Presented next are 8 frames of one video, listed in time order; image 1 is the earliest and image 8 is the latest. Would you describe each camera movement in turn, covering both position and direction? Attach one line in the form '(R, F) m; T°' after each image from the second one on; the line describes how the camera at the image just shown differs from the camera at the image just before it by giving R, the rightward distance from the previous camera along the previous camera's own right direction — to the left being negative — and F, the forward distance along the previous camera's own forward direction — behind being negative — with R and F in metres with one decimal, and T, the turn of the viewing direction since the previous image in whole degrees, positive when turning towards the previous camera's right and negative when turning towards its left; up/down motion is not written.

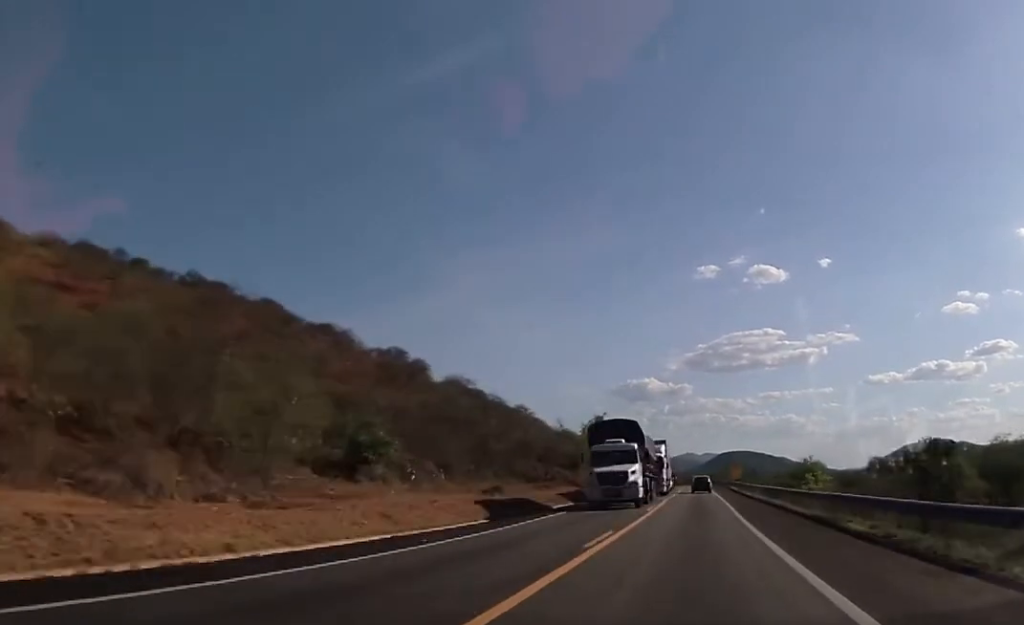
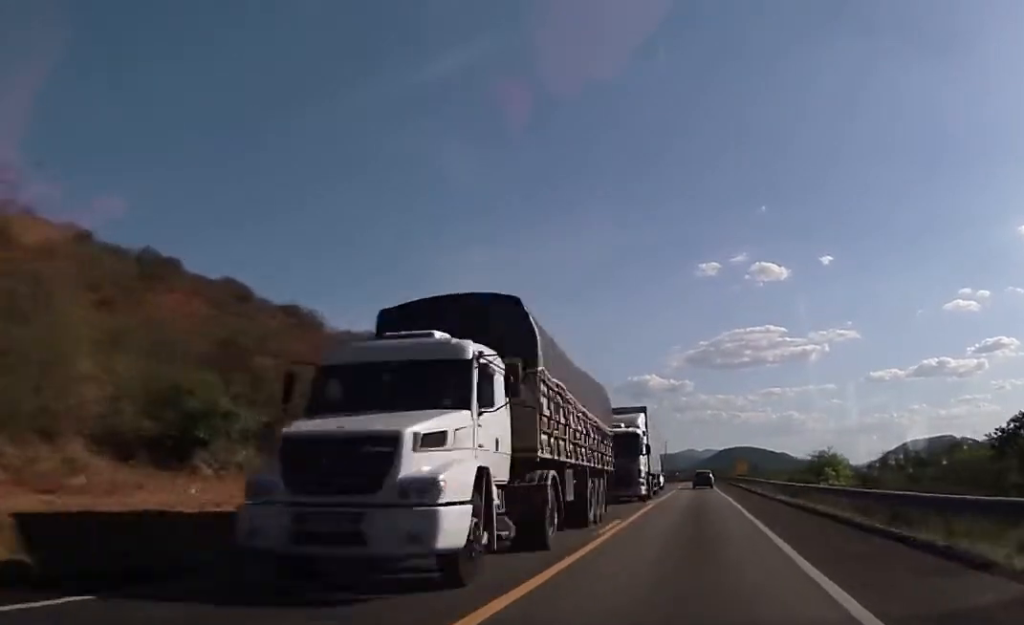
(+0.2, +16.1) m; 0°
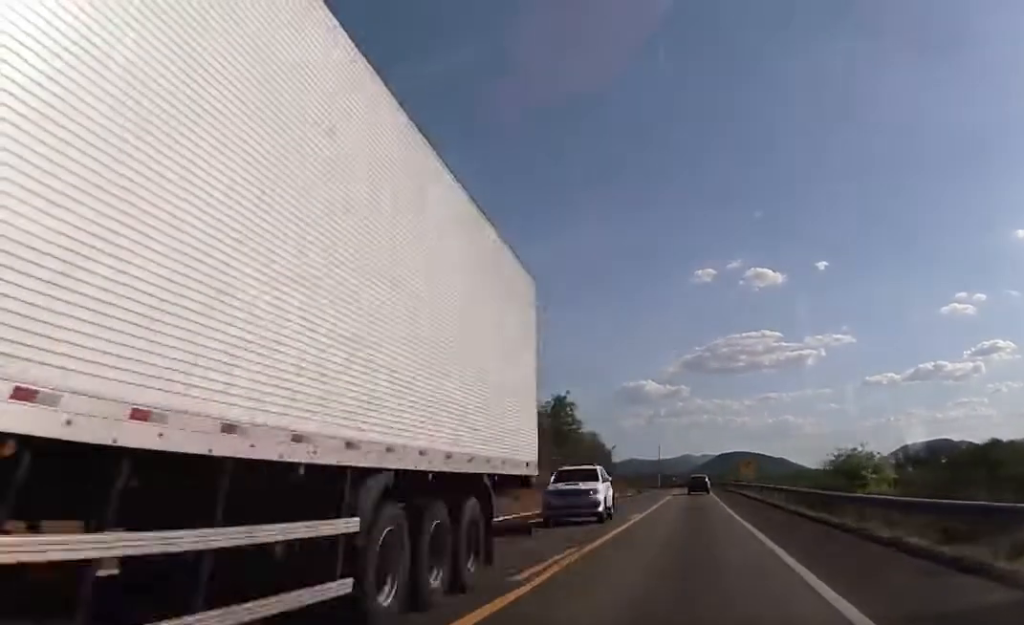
(-0.4, +23.8) m; -1°
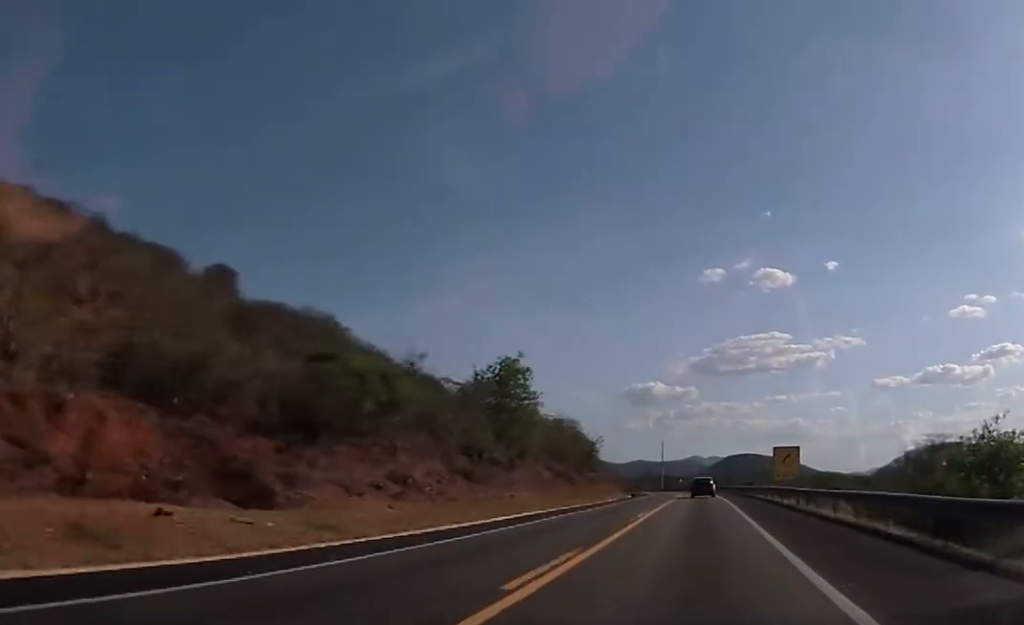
(+0.1, +35.1) m; +1°
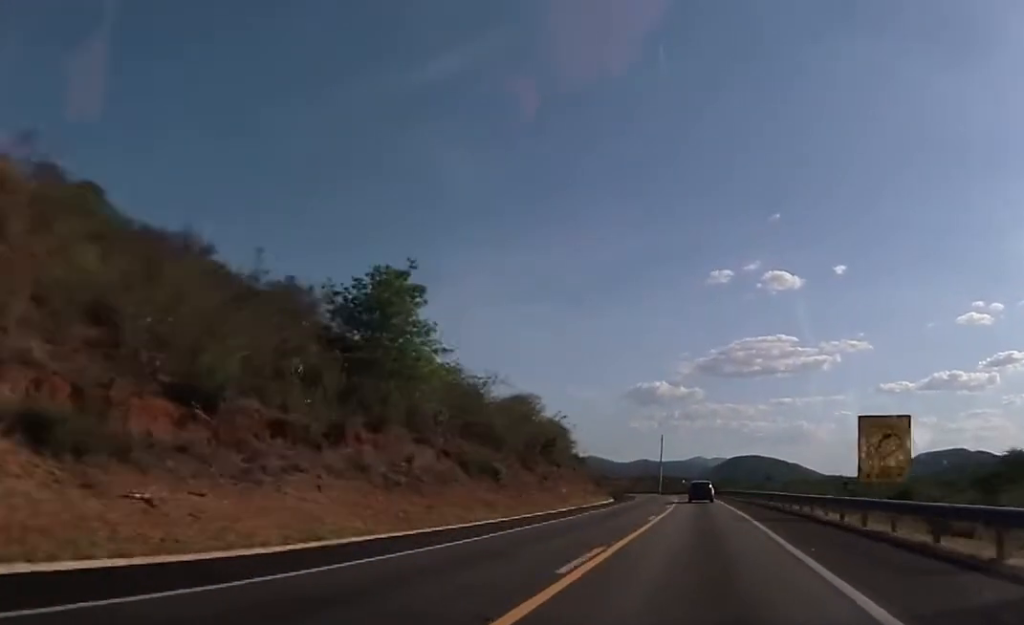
(+0.3, +32.4) m; -1°
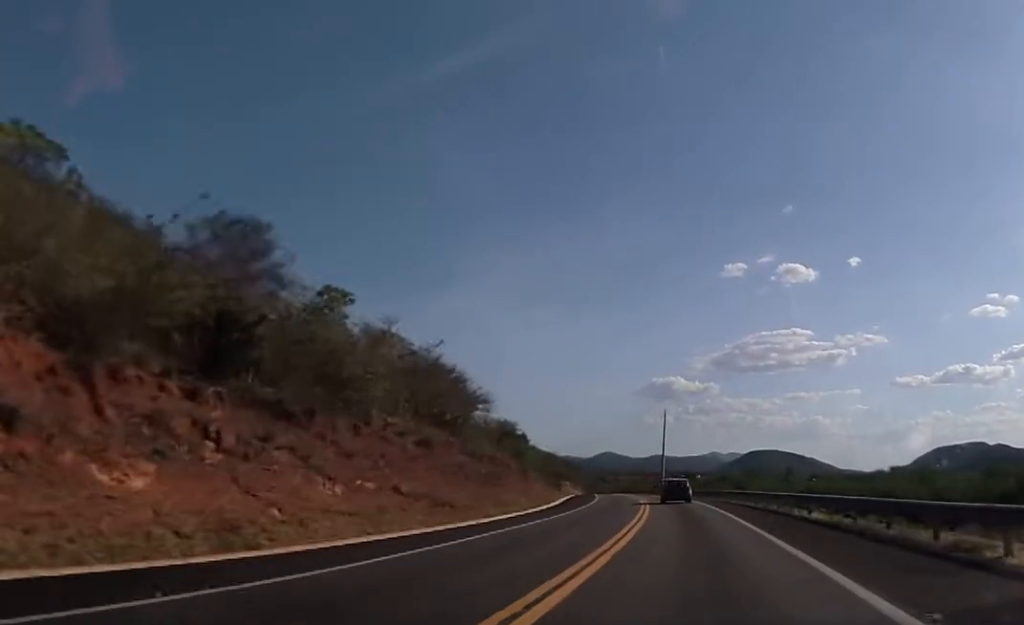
(-0.6, +57.2) m; -1°
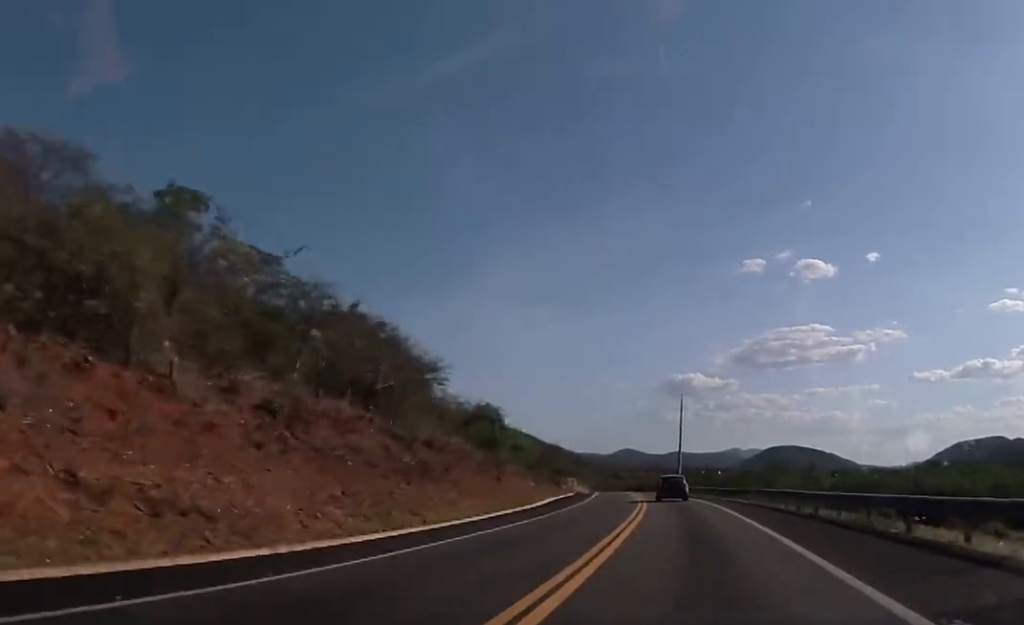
(-0.1, +18.1) m; -1°
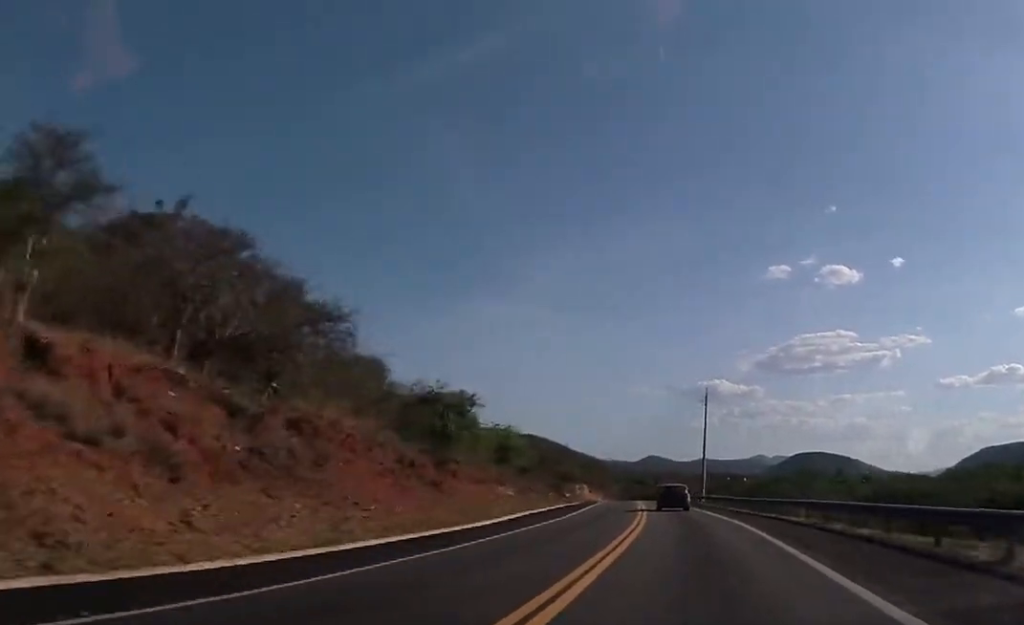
(-0.3, +18.0) m; -1°
